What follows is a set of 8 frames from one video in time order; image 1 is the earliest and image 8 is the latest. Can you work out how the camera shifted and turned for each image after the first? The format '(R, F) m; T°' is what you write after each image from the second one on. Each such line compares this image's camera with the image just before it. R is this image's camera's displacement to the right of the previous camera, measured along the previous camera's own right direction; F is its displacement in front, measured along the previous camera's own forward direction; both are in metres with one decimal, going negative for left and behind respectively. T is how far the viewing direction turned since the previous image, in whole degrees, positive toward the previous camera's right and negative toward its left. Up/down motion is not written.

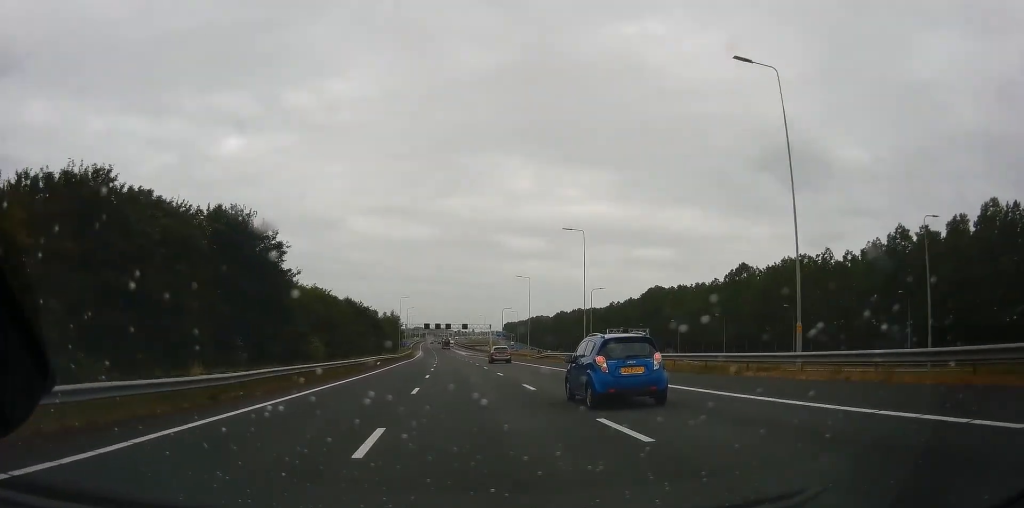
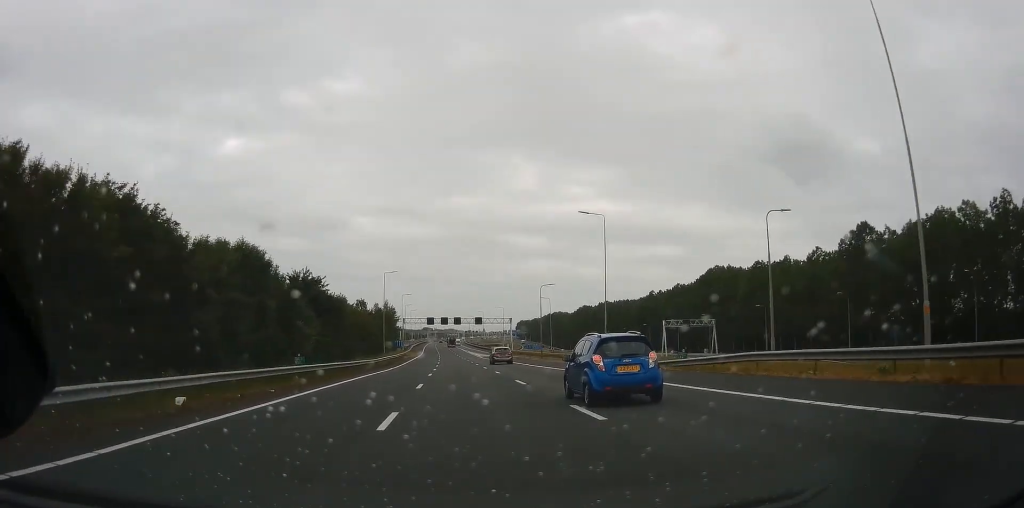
(-1.3, +45.7) m; -2°
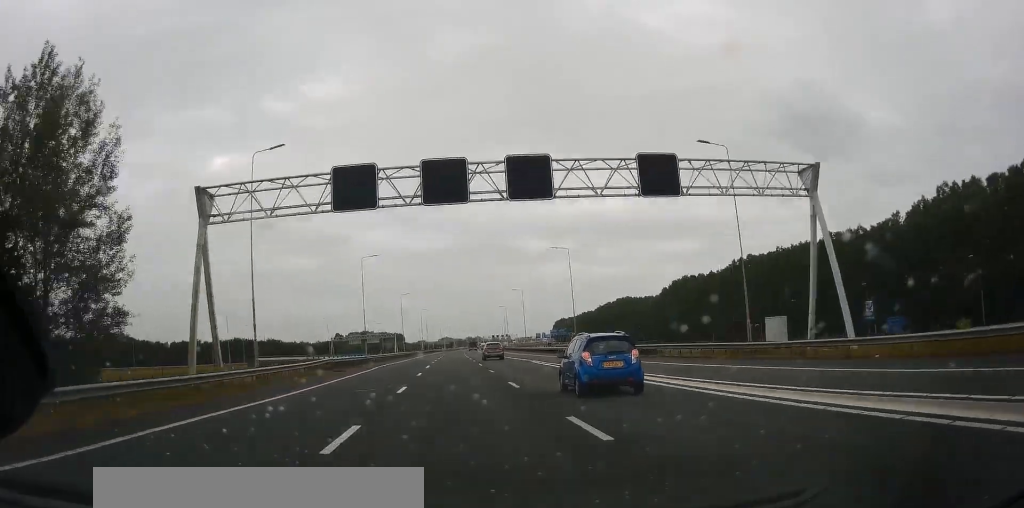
(-1.8, +145.8) m; -1°
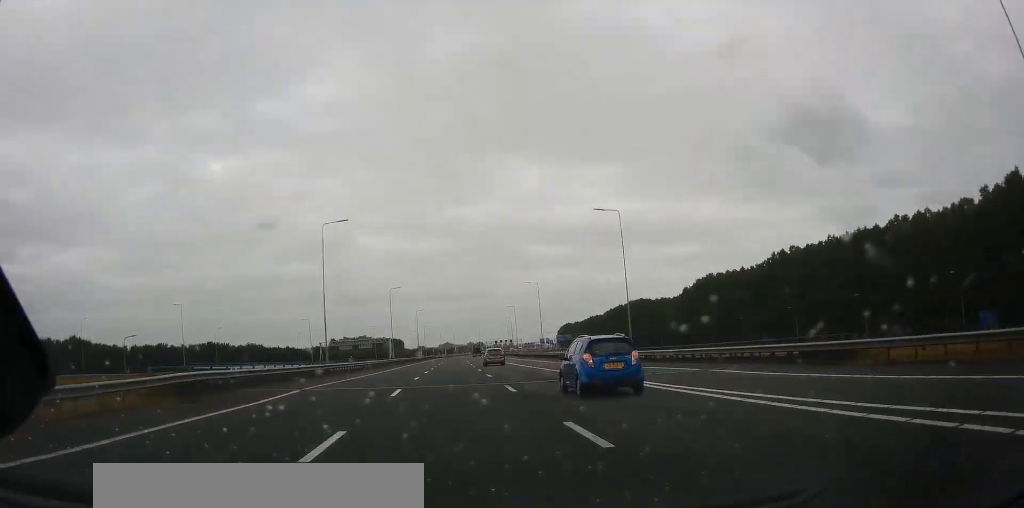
(0.0, +24.5) m; 0°
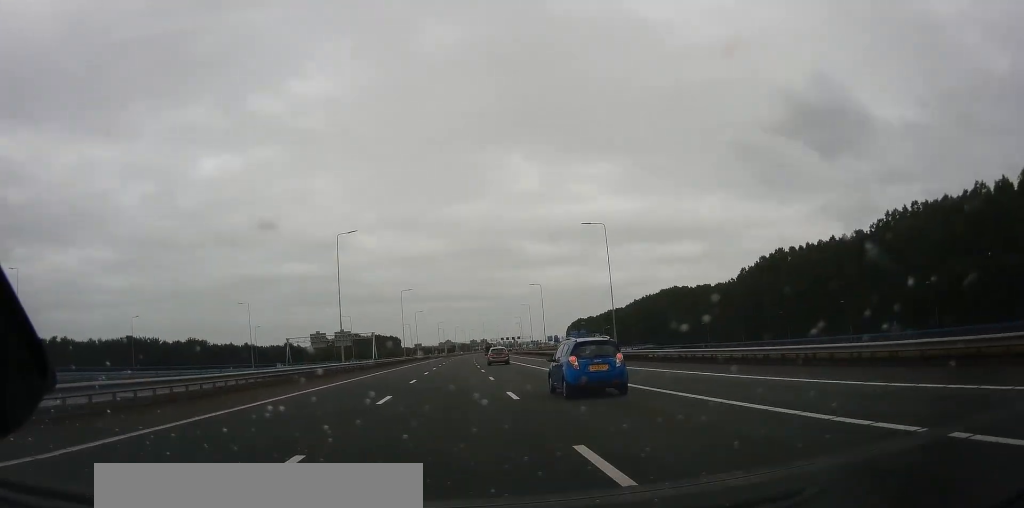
(0.0, +50.7) m; 0°
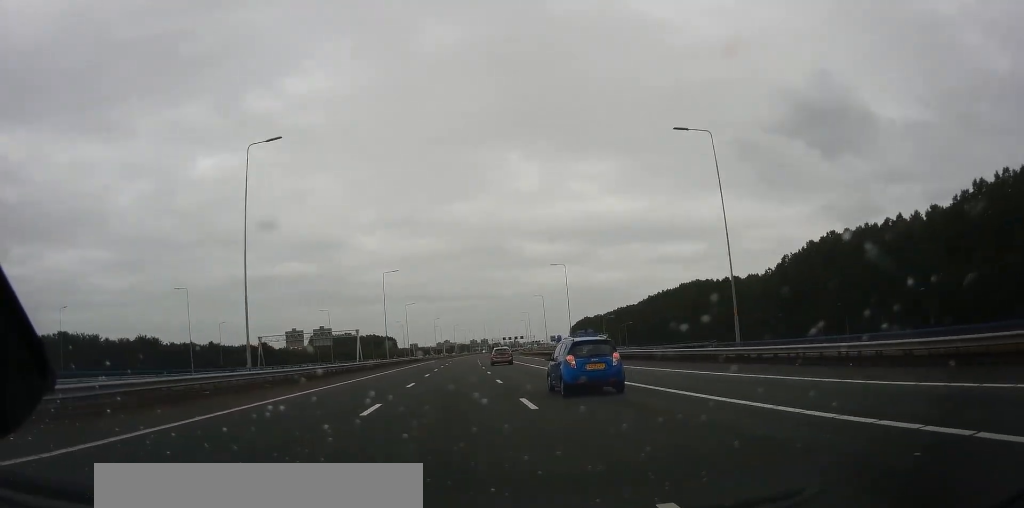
(0.0, +26.2) m; 0°
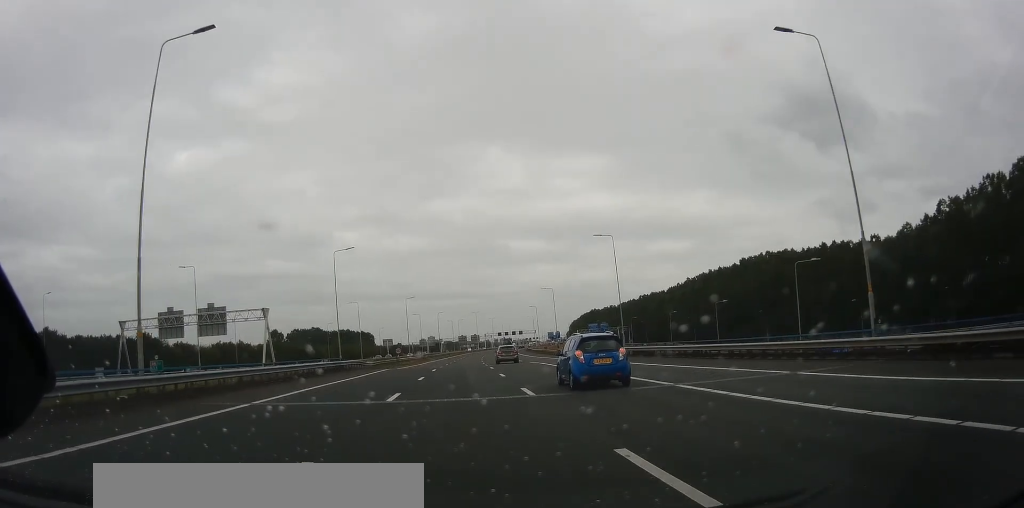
(0.0, +69.2) m; 0°
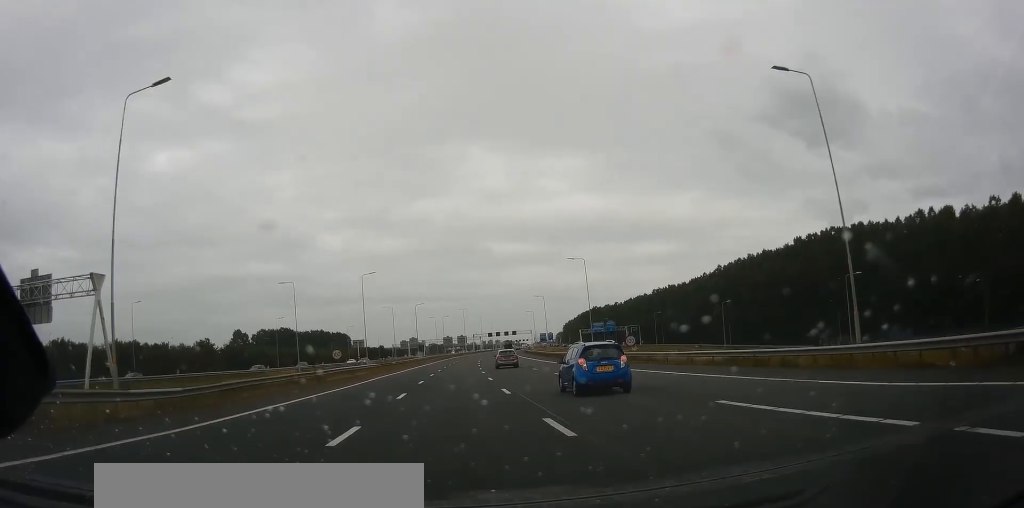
(-0.1, +40.9) m; +1°
